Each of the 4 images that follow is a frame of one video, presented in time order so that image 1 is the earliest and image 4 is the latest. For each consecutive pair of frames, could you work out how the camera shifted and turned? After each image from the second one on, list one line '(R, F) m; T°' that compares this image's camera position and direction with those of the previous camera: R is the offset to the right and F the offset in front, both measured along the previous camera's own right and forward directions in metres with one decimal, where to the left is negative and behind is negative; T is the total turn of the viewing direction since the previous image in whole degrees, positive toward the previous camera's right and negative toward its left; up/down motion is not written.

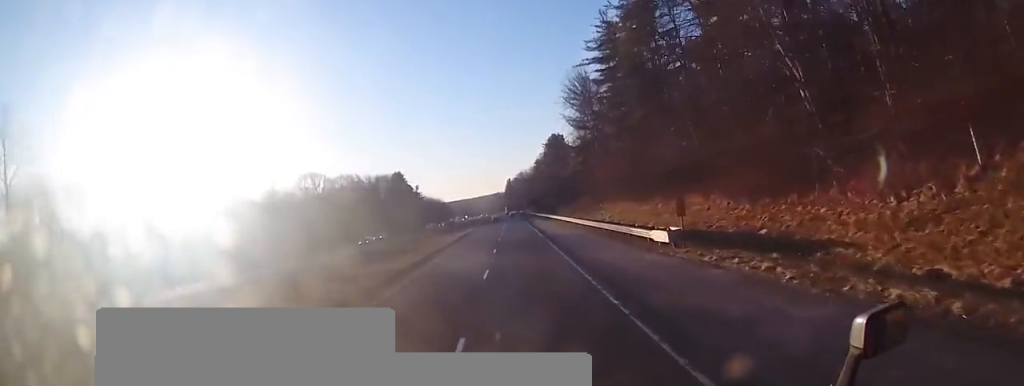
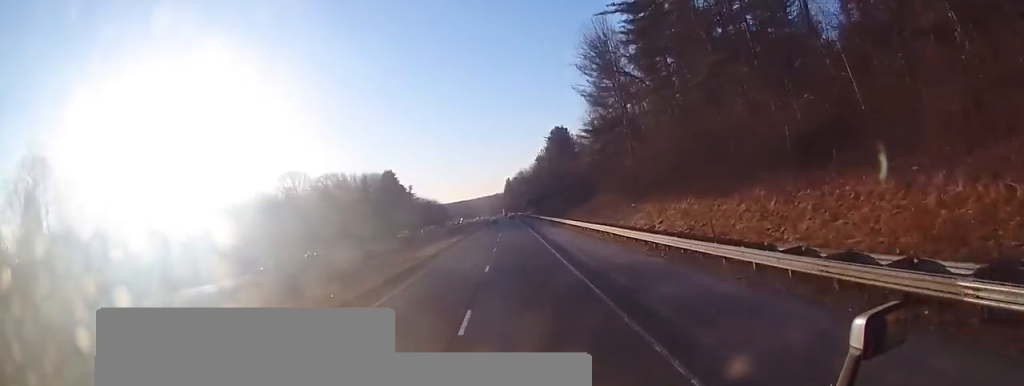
(+0.4, +20.8) m; +1°
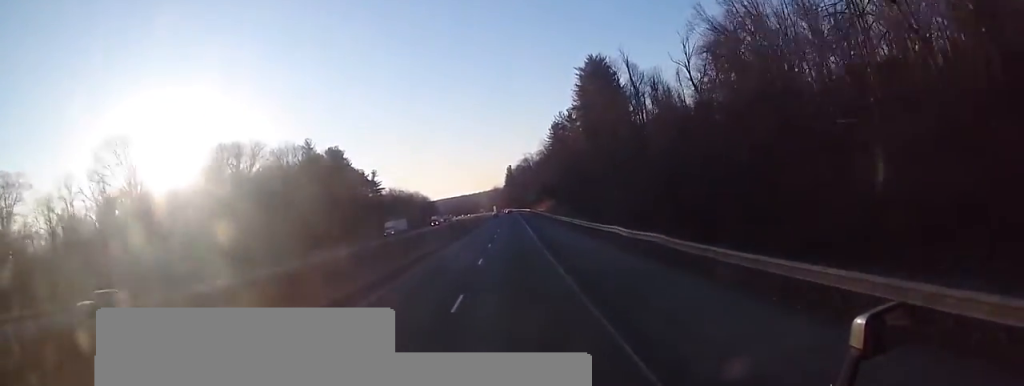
(-0.8, +94.8) m; -1°
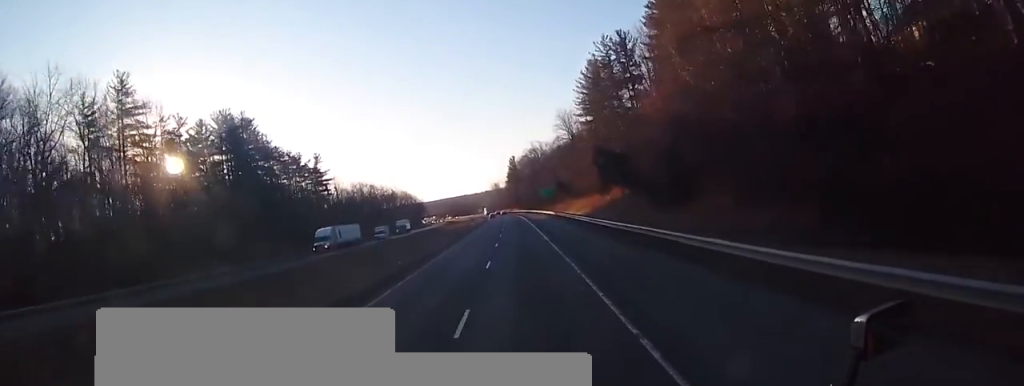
(+0.2, +77.3) m; 0°
